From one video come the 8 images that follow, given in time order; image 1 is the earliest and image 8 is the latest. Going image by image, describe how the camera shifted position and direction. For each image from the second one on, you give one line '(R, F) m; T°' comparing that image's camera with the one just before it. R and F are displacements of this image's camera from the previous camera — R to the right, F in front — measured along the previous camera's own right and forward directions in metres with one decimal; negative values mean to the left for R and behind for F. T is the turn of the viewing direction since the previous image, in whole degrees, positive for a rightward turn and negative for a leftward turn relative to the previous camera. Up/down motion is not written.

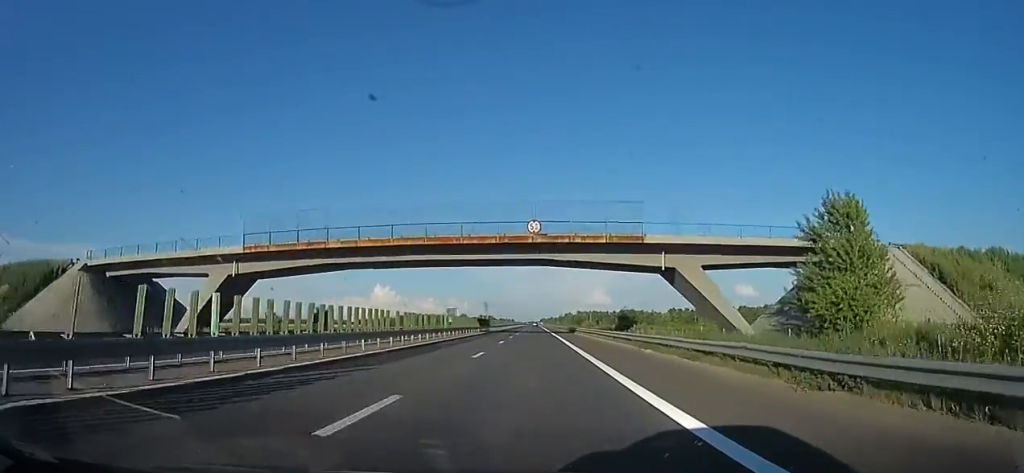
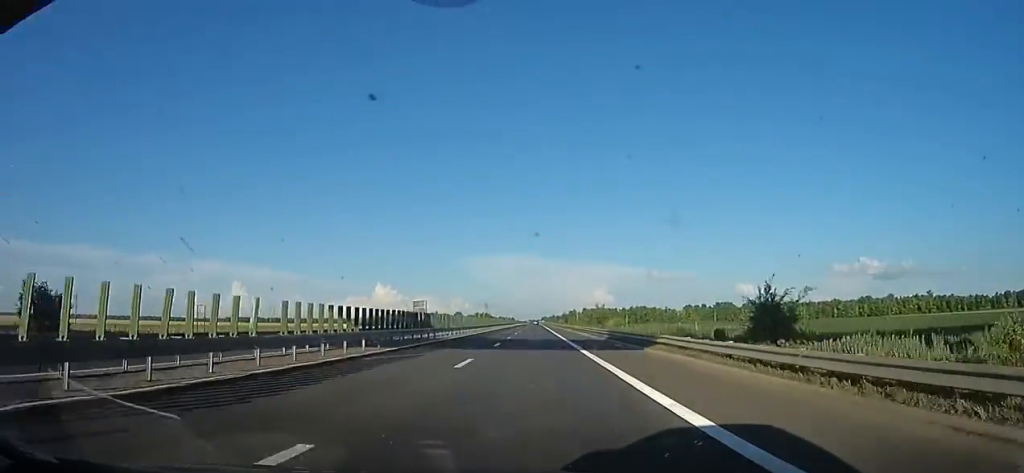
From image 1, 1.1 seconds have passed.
(0.0, +39.8) m; 0°
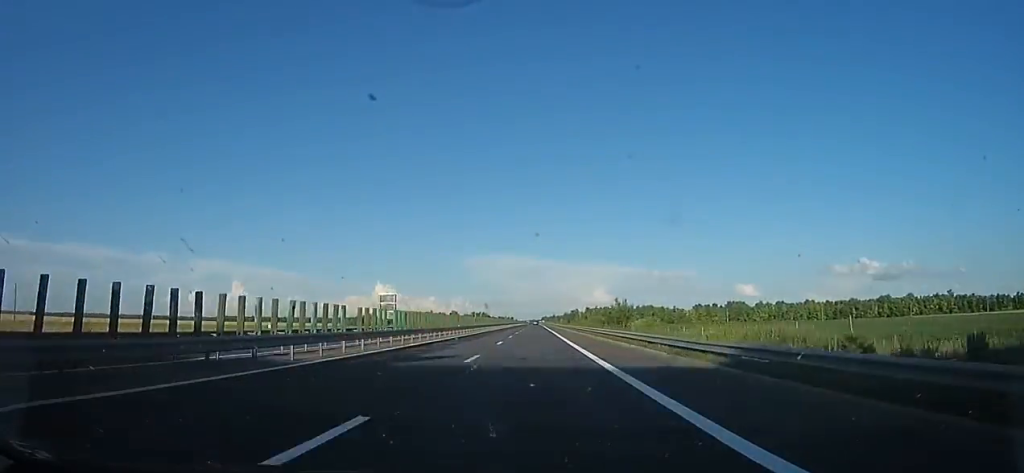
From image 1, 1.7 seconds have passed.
(0.0, +22.1) m; 0°
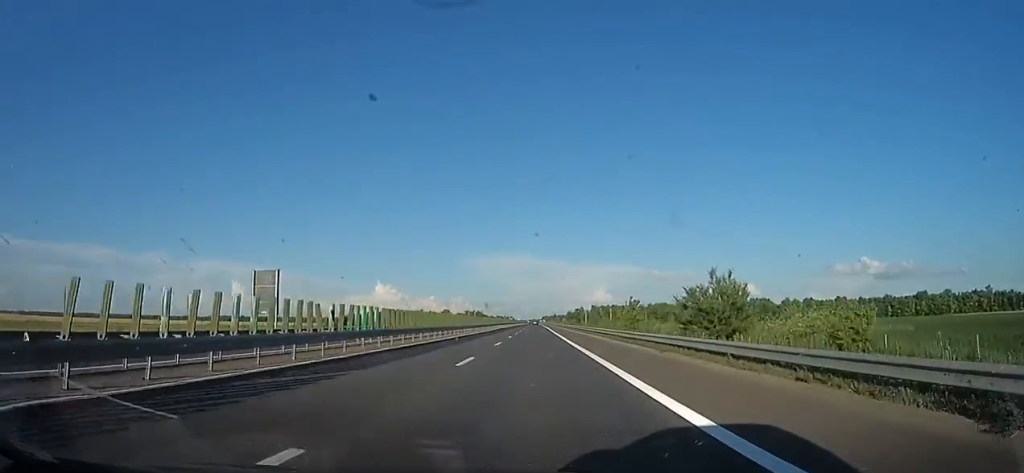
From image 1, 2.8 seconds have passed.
(0.0, +38.4) m; 0°
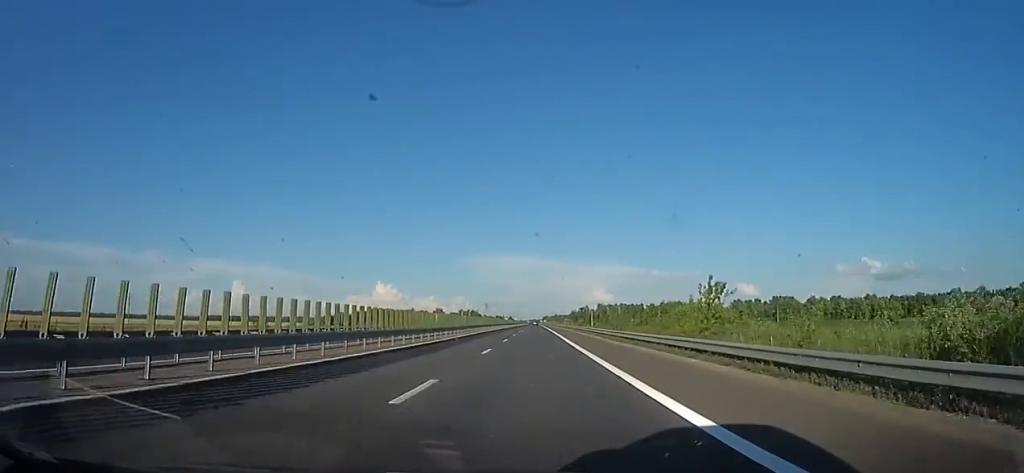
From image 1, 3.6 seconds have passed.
(0.0, +29.9) m; 0°
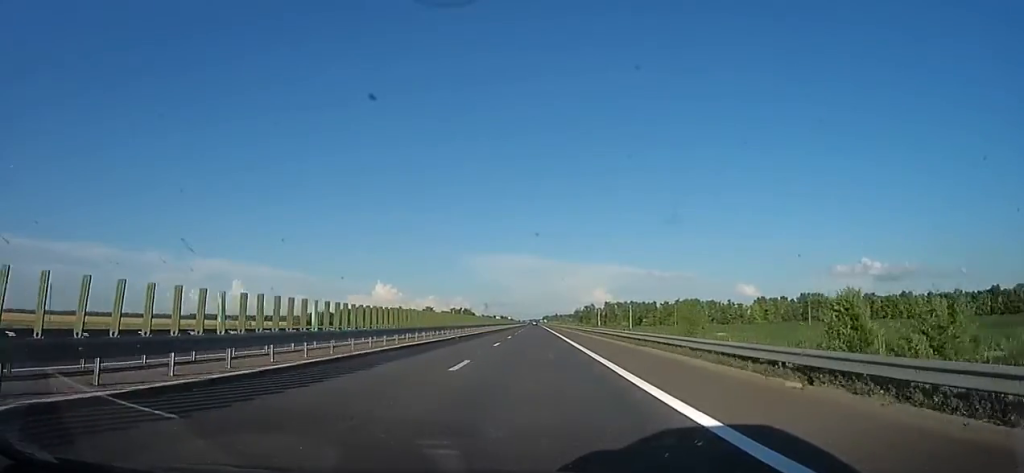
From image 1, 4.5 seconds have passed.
(0.0, +31.2) m; 0°
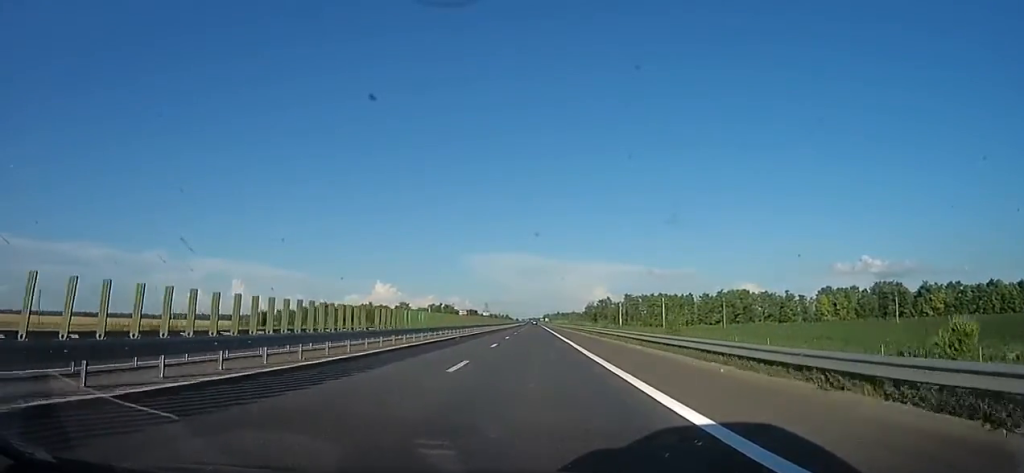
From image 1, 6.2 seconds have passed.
(0.0, +60.2) m; 0°
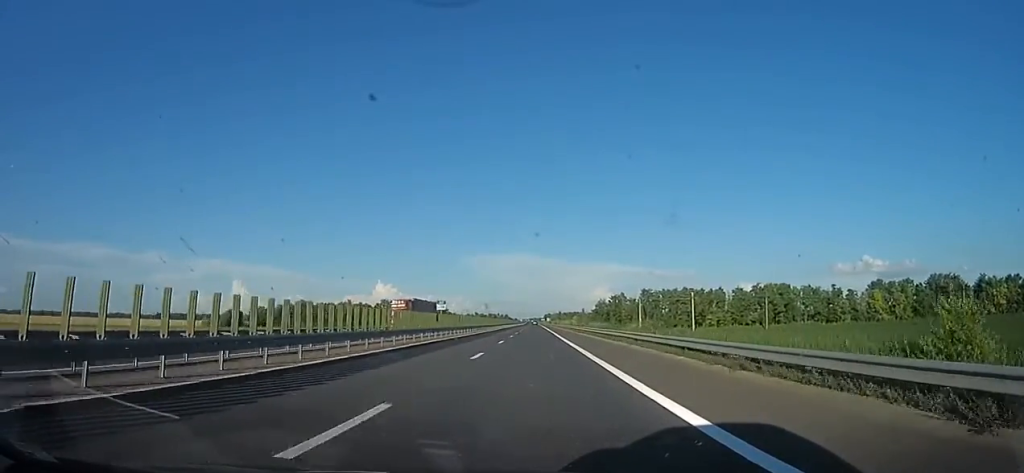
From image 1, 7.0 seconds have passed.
(0.0, +31.9) m; 0°
